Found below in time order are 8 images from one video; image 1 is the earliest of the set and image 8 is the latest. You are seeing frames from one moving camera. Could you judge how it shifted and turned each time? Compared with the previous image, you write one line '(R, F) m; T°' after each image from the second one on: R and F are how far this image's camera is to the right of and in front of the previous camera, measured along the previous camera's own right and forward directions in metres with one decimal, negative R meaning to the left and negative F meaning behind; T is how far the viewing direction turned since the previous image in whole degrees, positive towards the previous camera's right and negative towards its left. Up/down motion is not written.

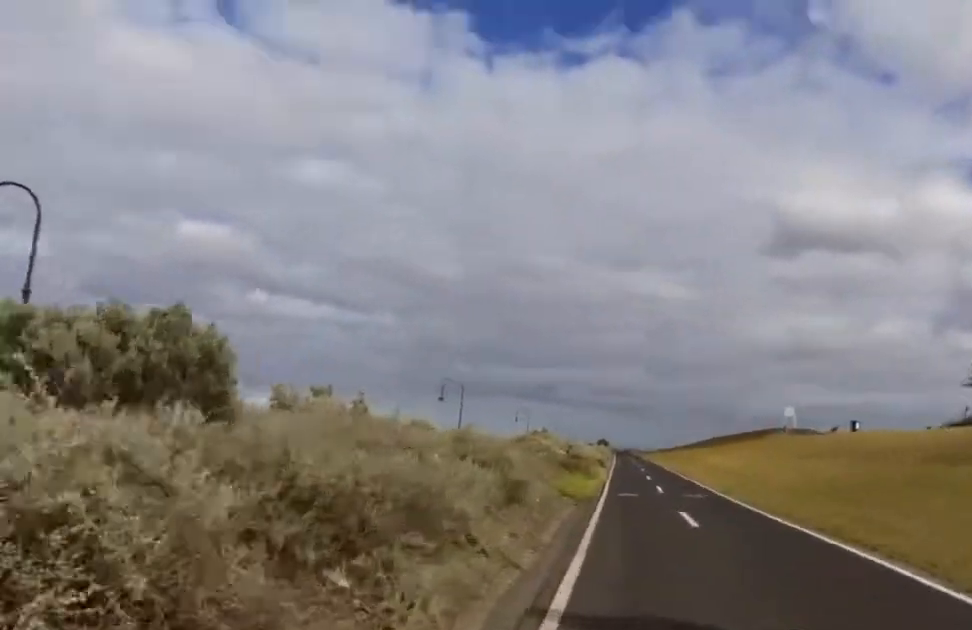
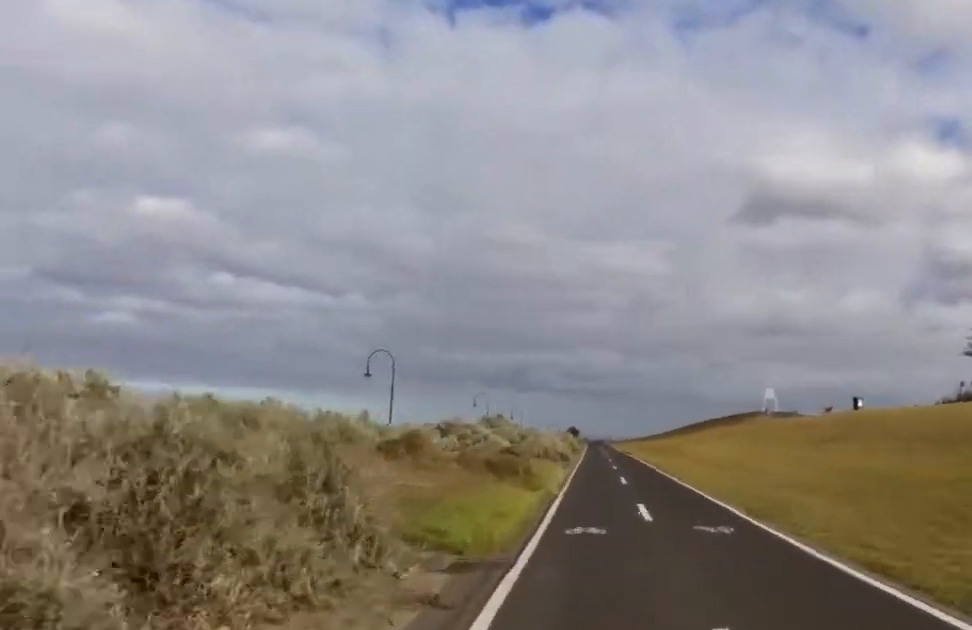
(+1.1, +8.4) m; 0°
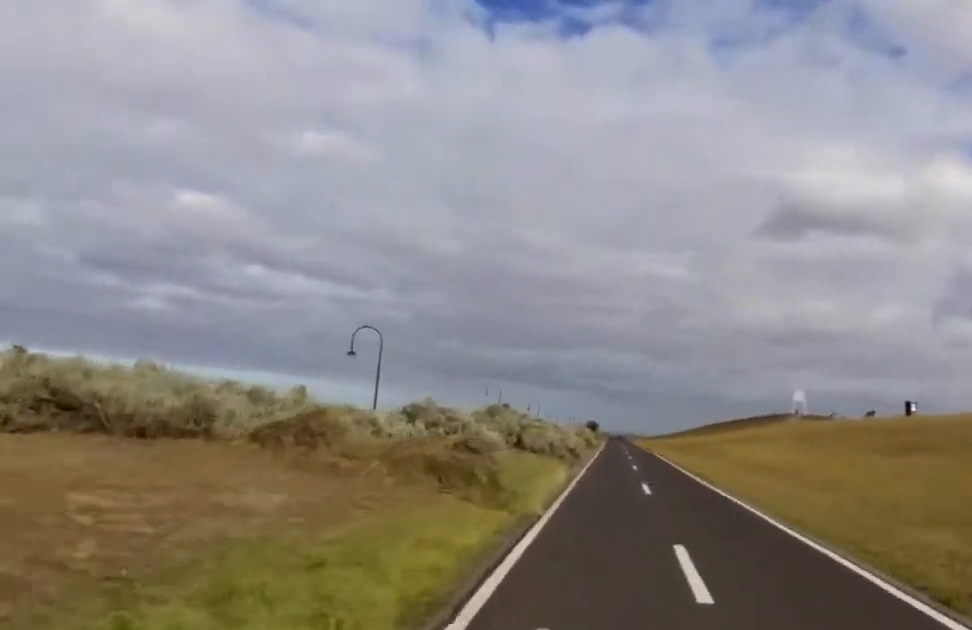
(-1.0, +5.6) m; -3°
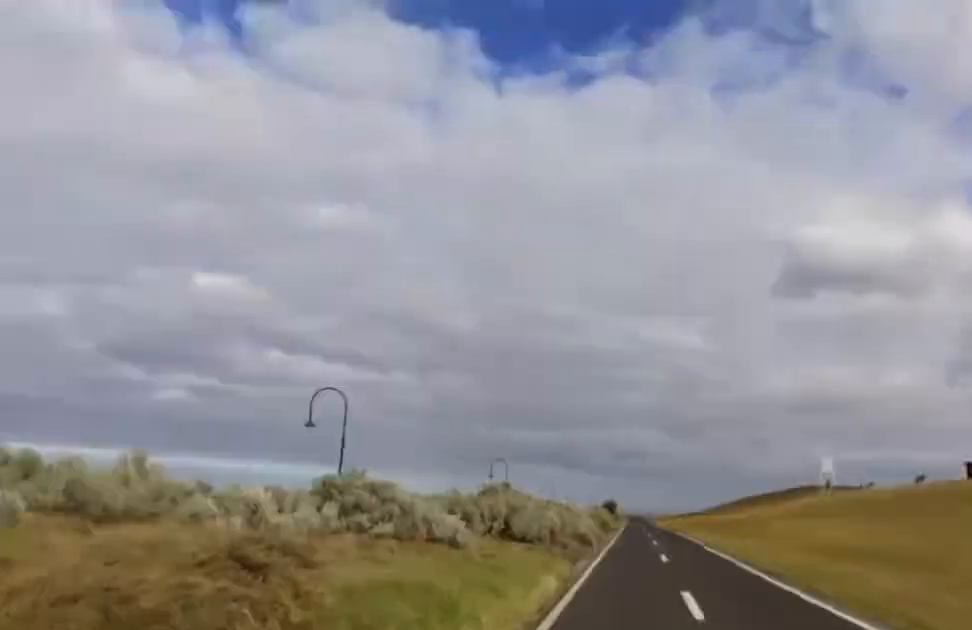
(+0.3, +6.2) m; -1°
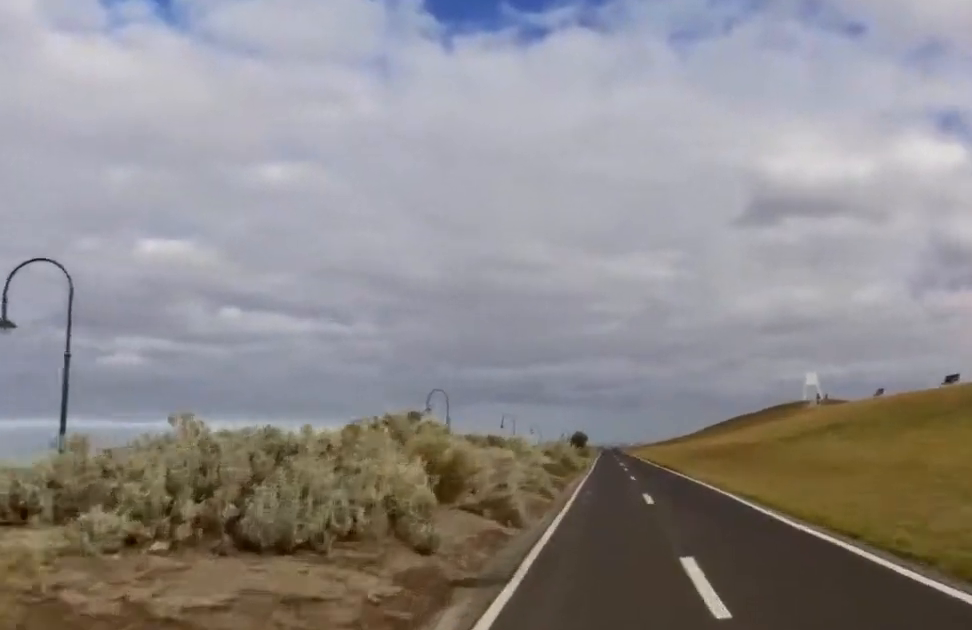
(-0.6, +10.4) m; +5°
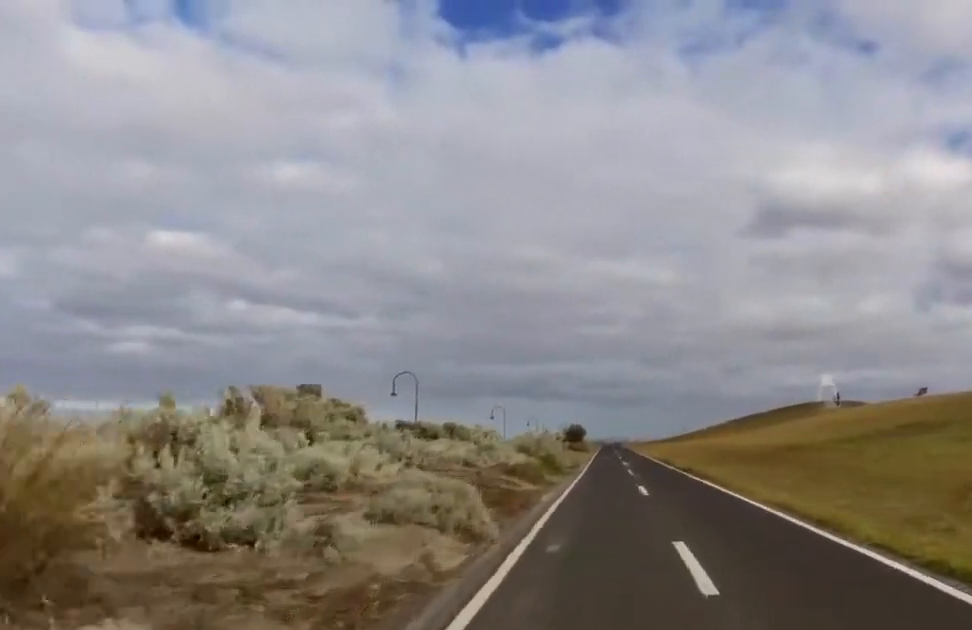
(+1.6, +6.6) m; +1°
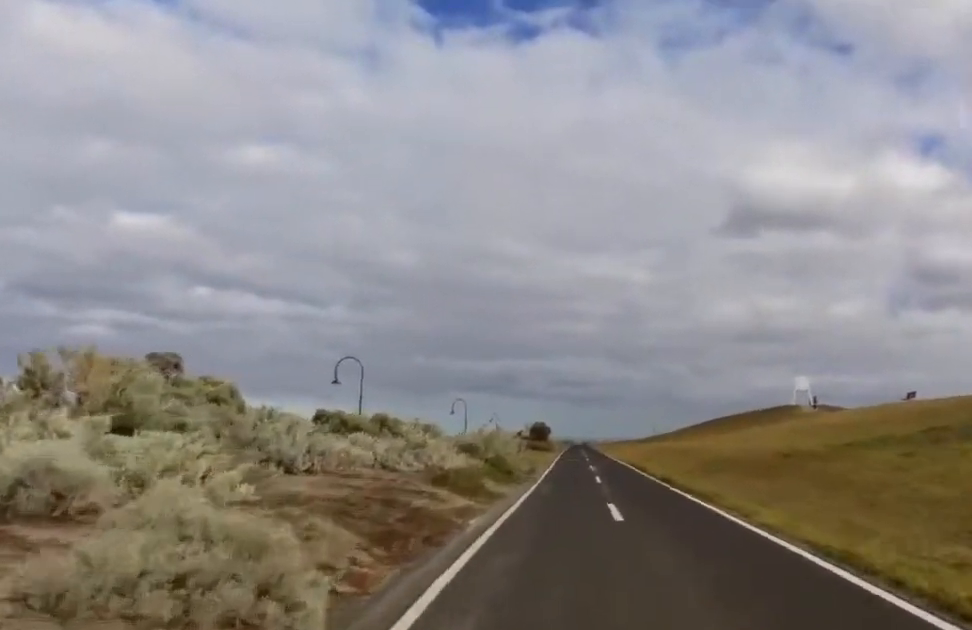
(-0.7, +4.1) m; -2°
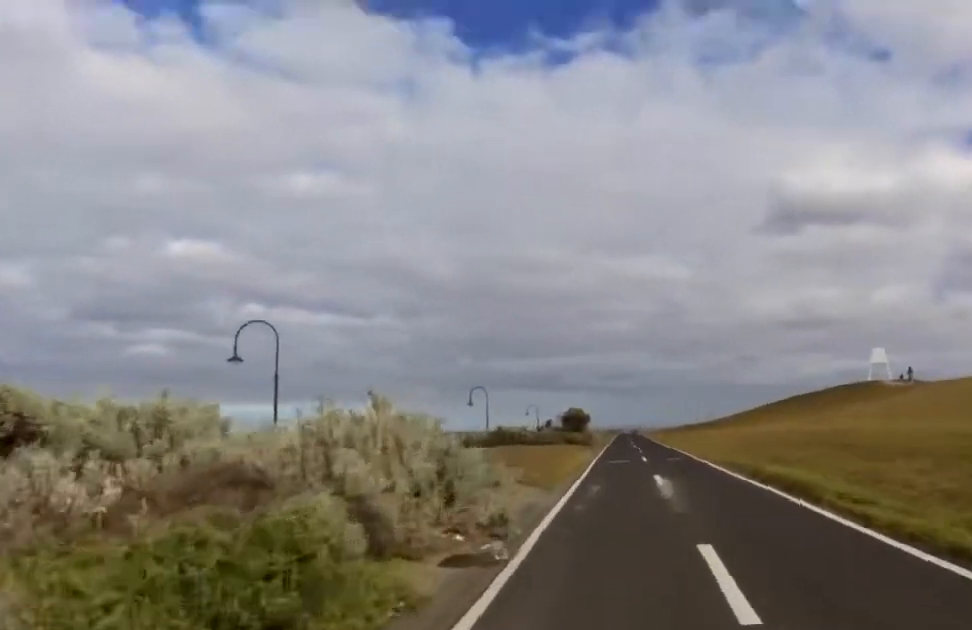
(+0.1, +15.7) m; +3°
